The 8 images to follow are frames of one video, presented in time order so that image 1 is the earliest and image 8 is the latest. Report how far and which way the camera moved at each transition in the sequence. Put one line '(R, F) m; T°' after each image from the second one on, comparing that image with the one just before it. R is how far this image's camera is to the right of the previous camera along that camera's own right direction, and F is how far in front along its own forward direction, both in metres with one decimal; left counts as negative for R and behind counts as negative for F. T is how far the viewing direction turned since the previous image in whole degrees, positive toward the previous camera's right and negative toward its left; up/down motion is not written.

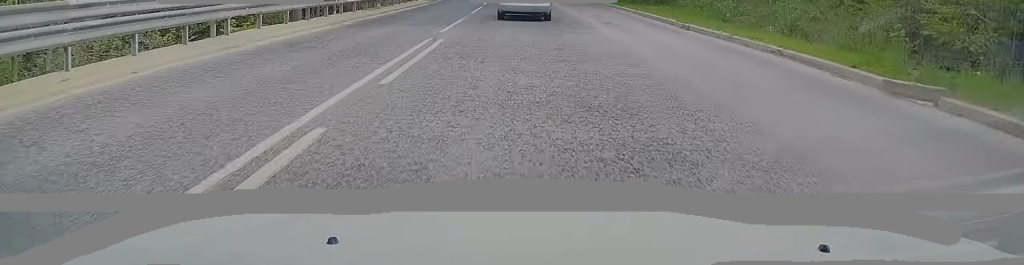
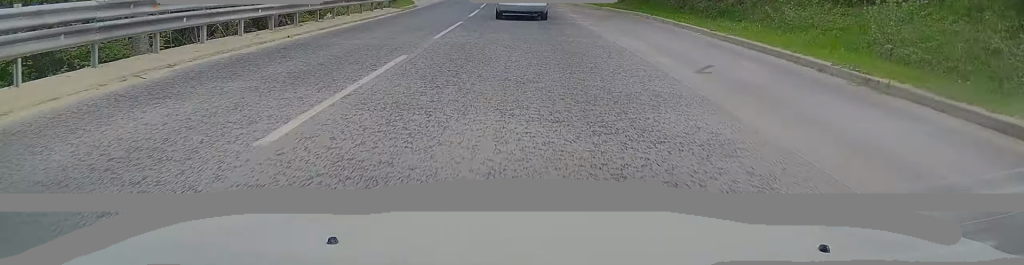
(-0.1, +11.4) m; -1°
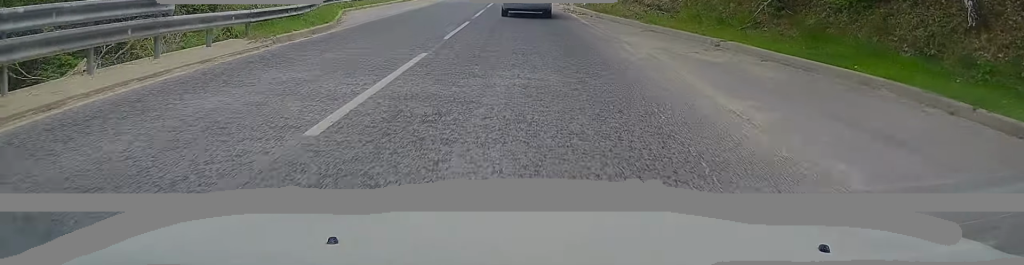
(-0.2, +18.8) m; -1°
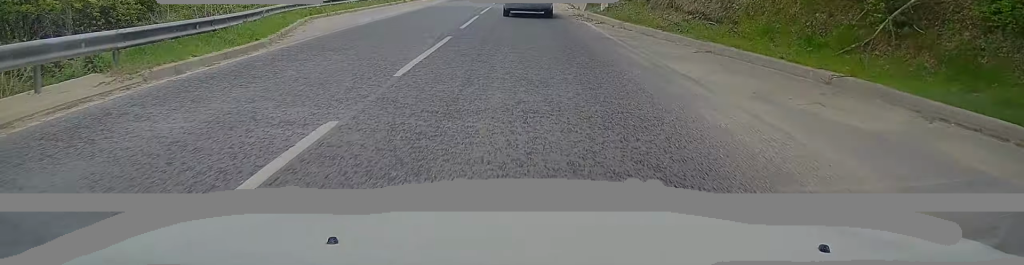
(0.0, +5.4) m; -1°
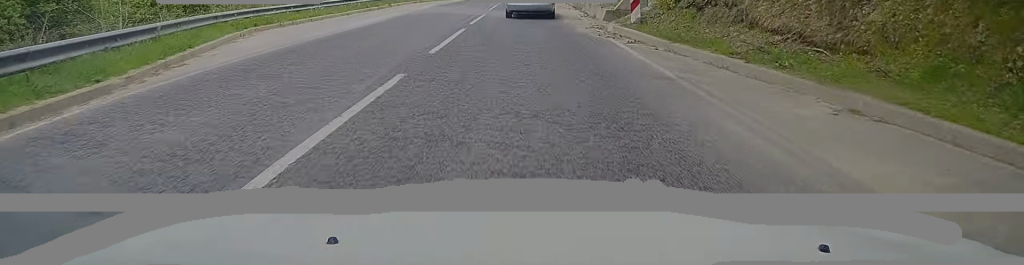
(0.0, +5.8) m; -1°
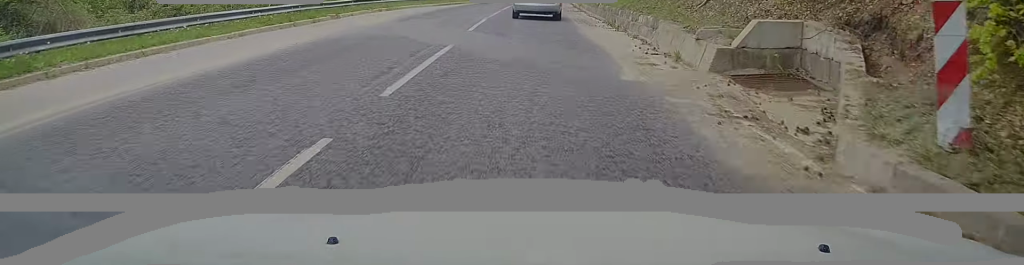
(-0.2, +12.3) m; 0°
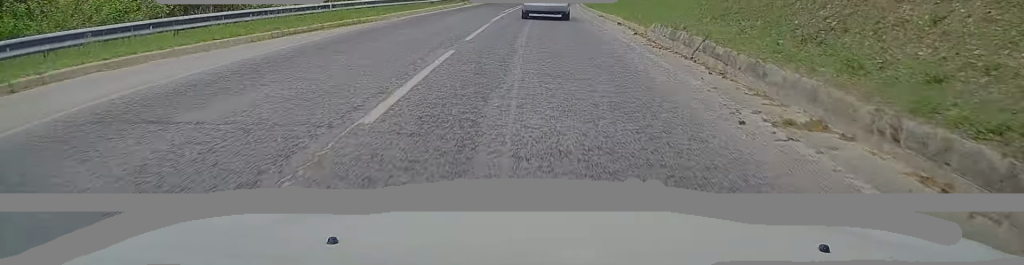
(+0.8, +27.9) m; +3°
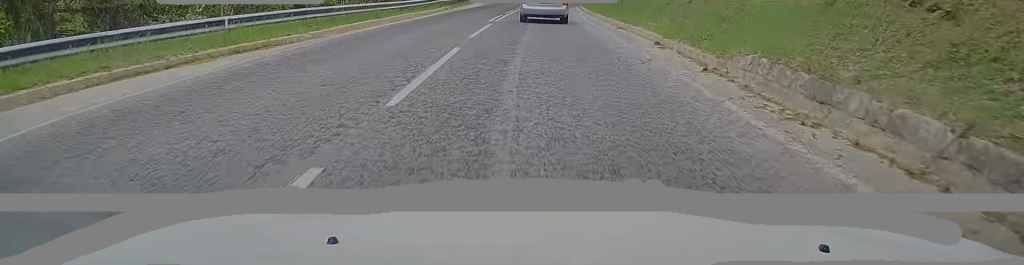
(0.0, +7.1) m; 0°
